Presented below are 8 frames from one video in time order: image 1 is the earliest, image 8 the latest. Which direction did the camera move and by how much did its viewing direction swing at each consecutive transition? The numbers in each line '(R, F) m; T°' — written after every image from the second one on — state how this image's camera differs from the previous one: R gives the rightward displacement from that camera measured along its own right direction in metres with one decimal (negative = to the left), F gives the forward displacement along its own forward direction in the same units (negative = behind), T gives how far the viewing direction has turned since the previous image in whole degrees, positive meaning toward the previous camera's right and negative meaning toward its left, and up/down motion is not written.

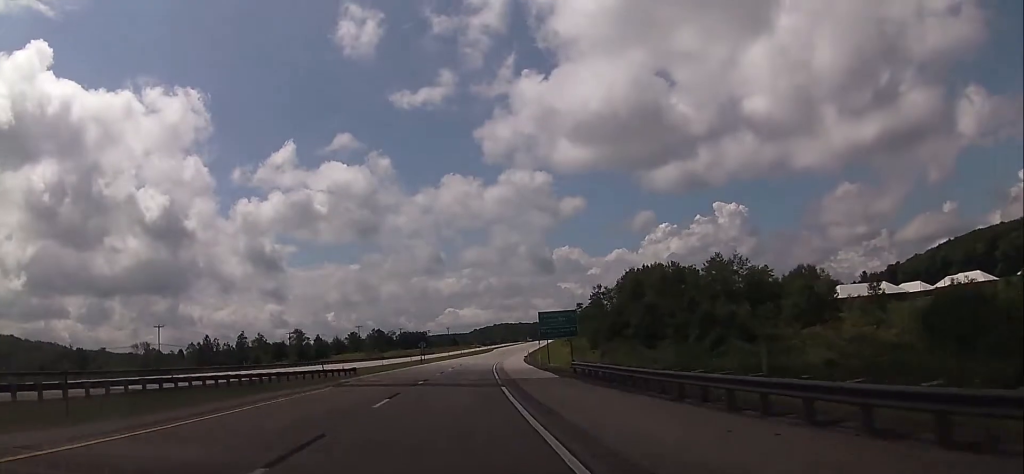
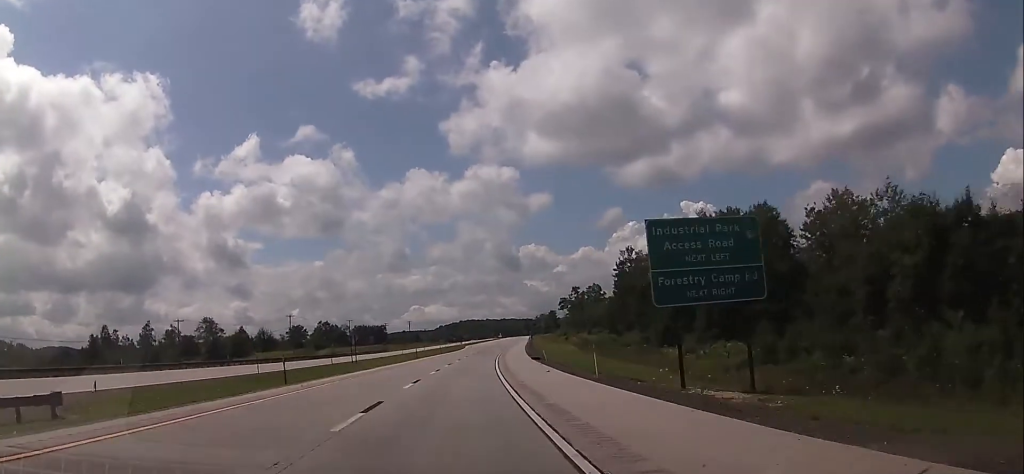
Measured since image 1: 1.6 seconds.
(+1.7, +53.9) m; +3°
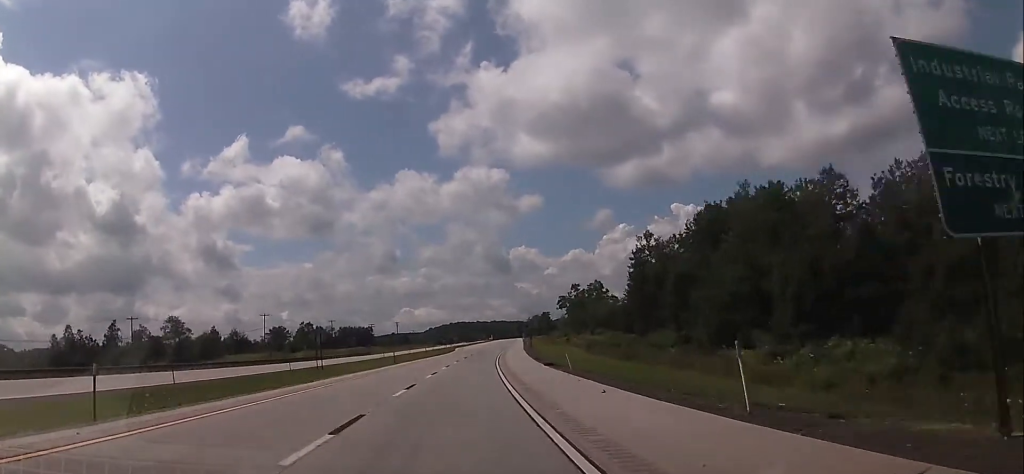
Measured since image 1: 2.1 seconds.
(0.0, +15.4) m; +1°
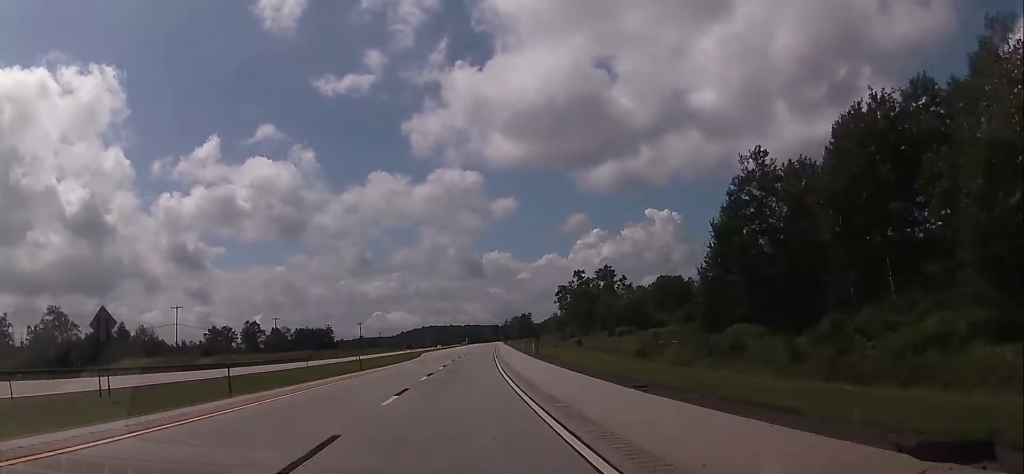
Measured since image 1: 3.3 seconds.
(+1.2, +39.7) m; +3°
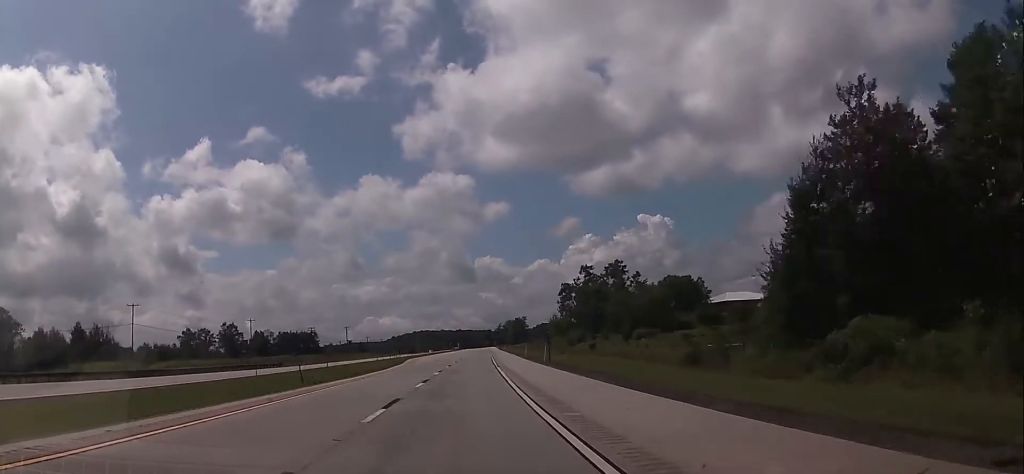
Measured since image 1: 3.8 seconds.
(+0.4, +15.4) m; +1°
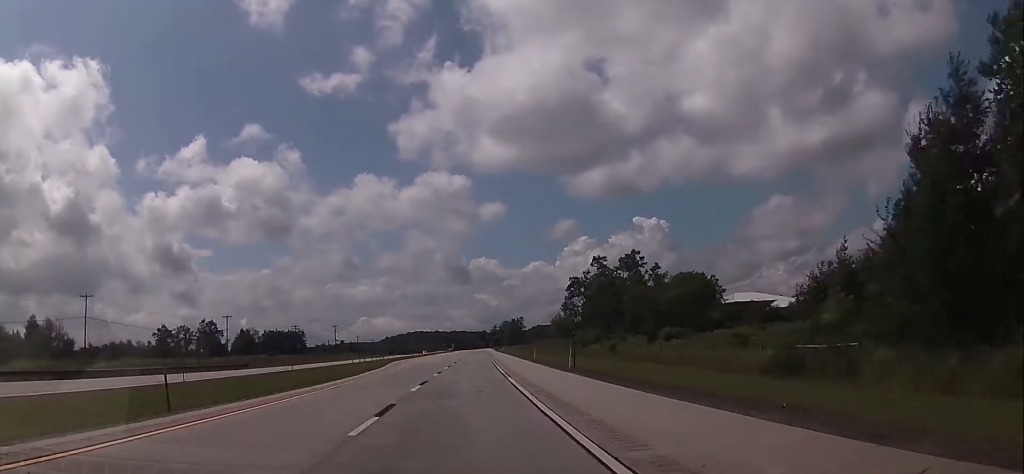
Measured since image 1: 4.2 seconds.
(+0.1, +14.3) m; 0°
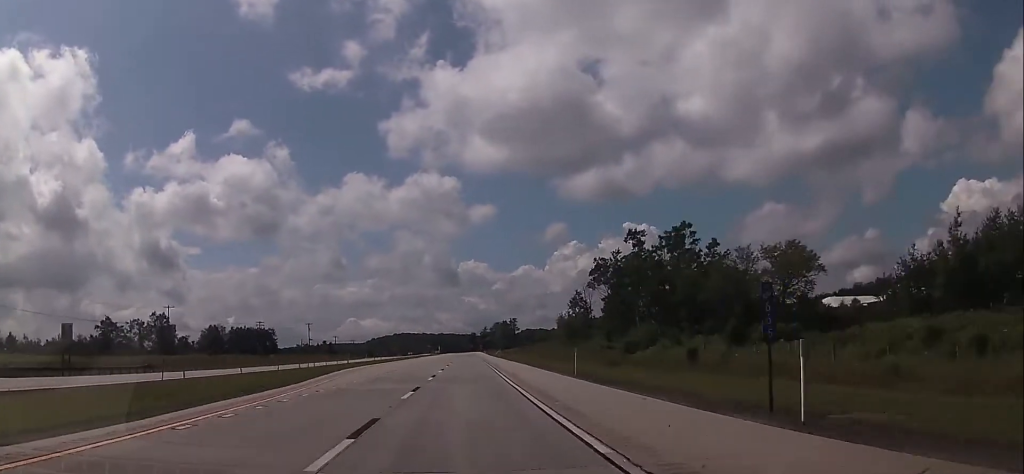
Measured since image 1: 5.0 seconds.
(-0.1, +27.4) m; 0°
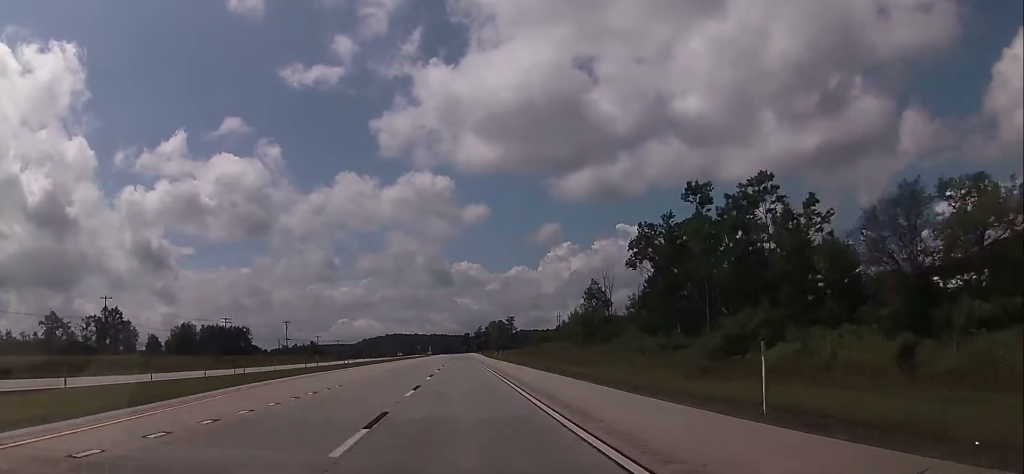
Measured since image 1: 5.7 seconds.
(+0.1, +23.0) m; +1°
